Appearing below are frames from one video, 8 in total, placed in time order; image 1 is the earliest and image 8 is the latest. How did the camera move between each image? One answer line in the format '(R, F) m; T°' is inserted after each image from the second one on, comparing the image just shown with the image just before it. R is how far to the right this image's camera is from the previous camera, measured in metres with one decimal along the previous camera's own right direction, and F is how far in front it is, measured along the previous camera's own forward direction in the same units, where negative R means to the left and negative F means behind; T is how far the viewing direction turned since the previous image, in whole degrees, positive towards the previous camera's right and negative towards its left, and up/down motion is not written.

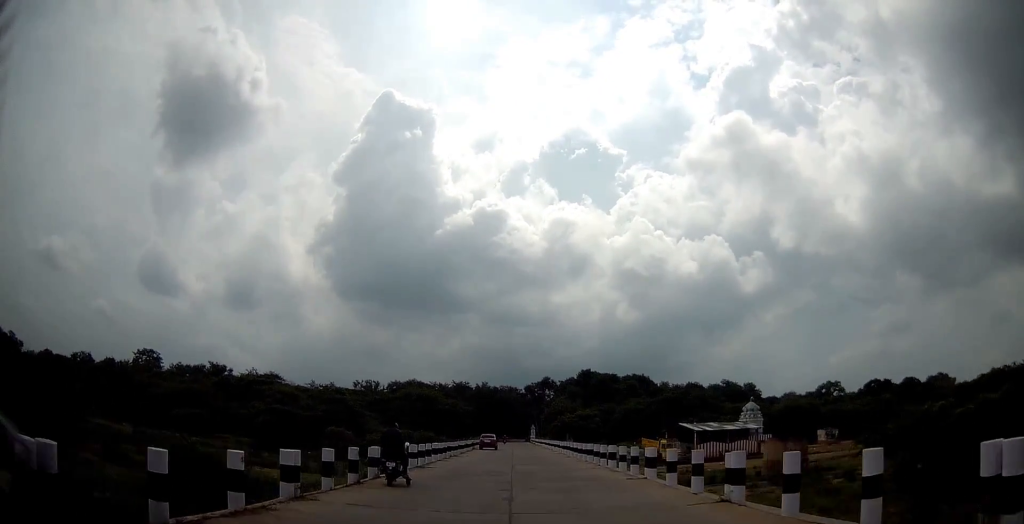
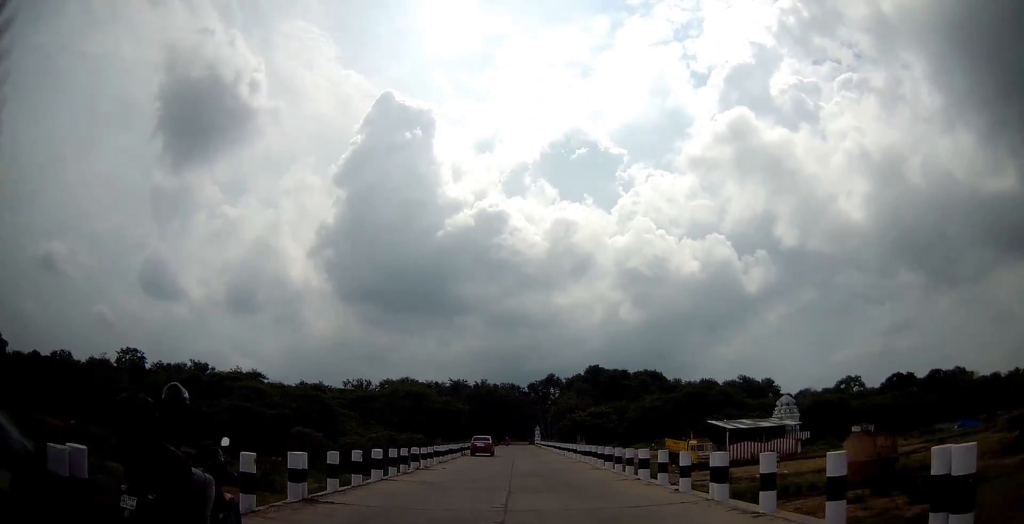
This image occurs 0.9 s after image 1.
(+0.2, +12.4) m; +1°
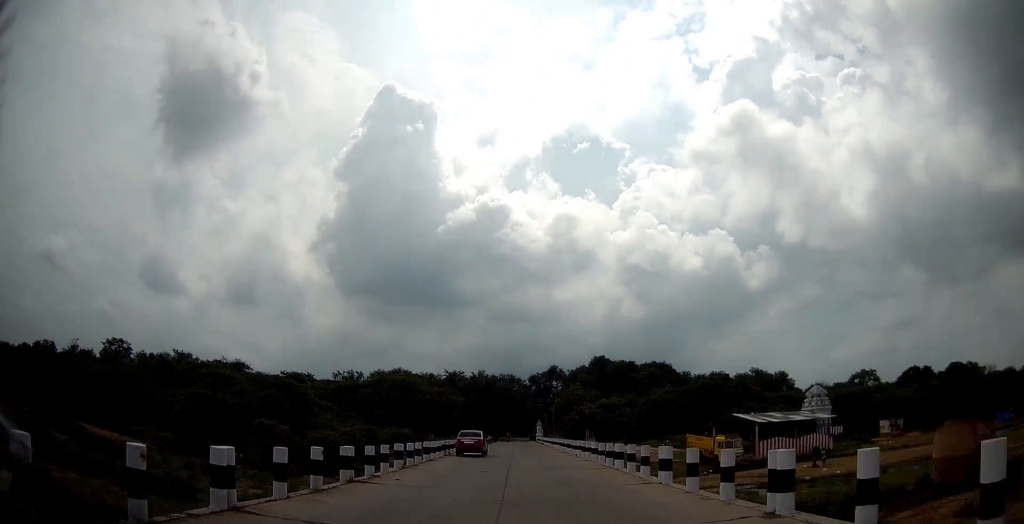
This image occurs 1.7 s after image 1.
(+0.1, +9.3) m; 0°
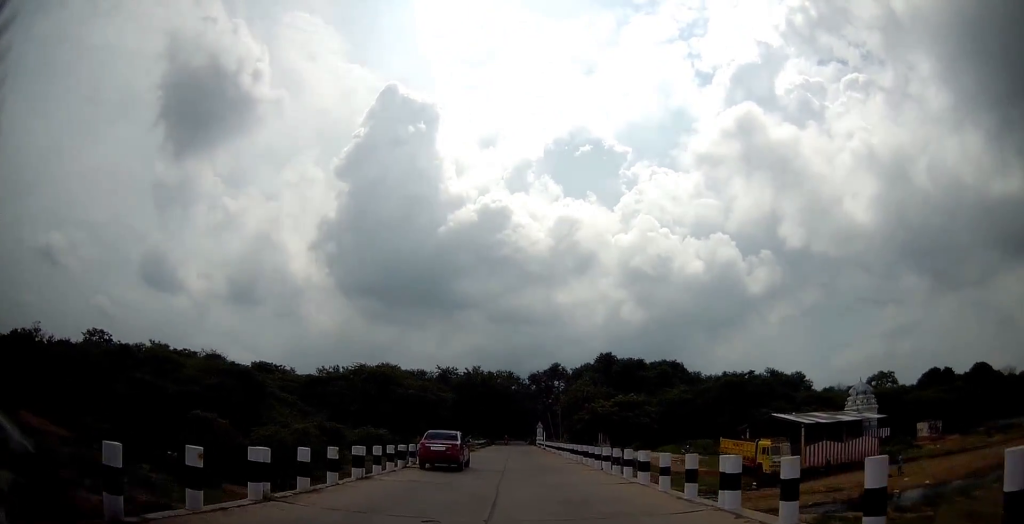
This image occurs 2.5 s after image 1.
(-0.2, +11.3) m; -1°
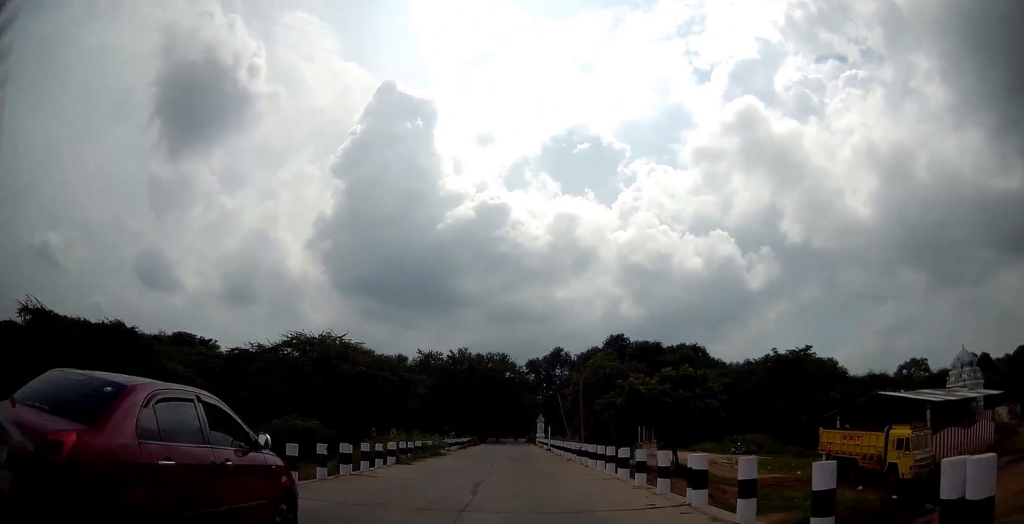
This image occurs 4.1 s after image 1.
(+0.1, +19.2) m; -1°
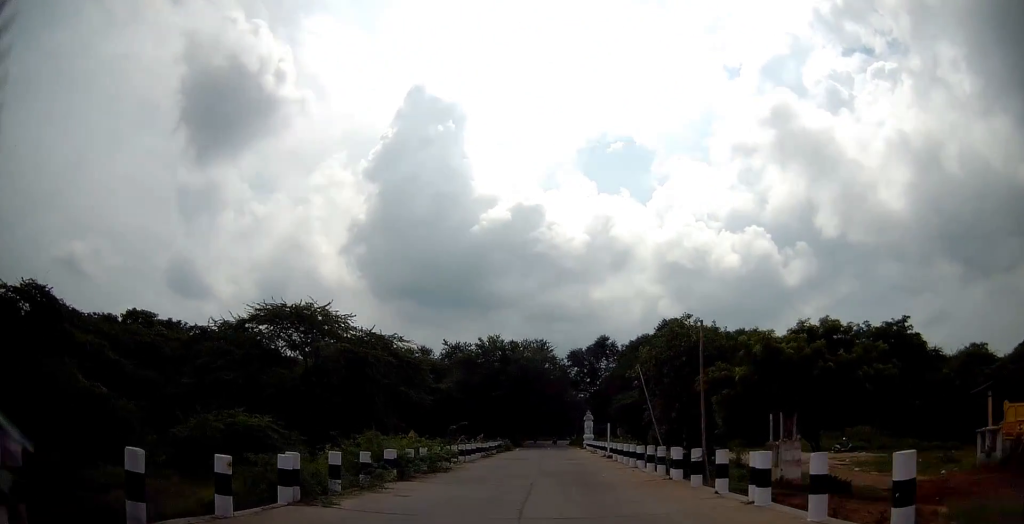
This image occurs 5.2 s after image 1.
(-0.4, +13.7) m; -2°
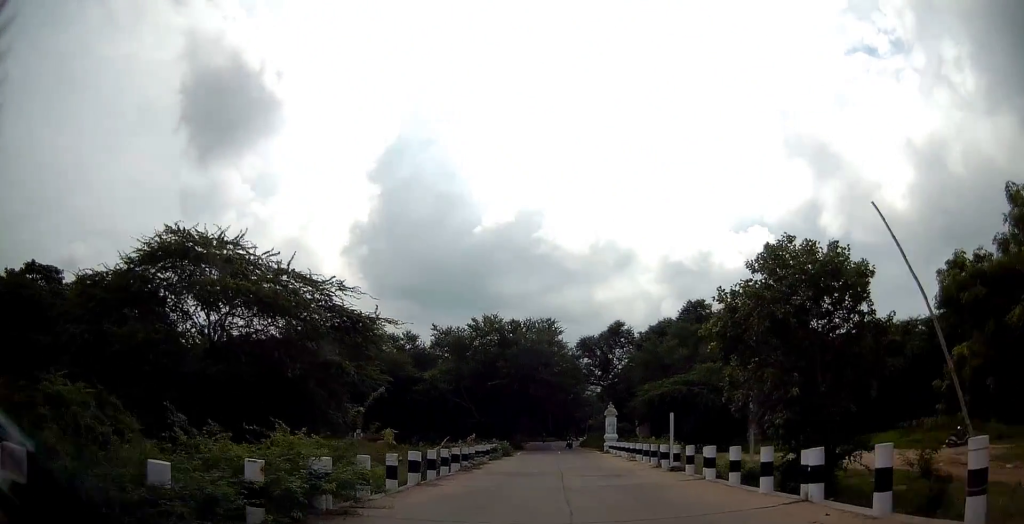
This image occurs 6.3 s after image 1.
(+0.1, +13.6) m; +1°
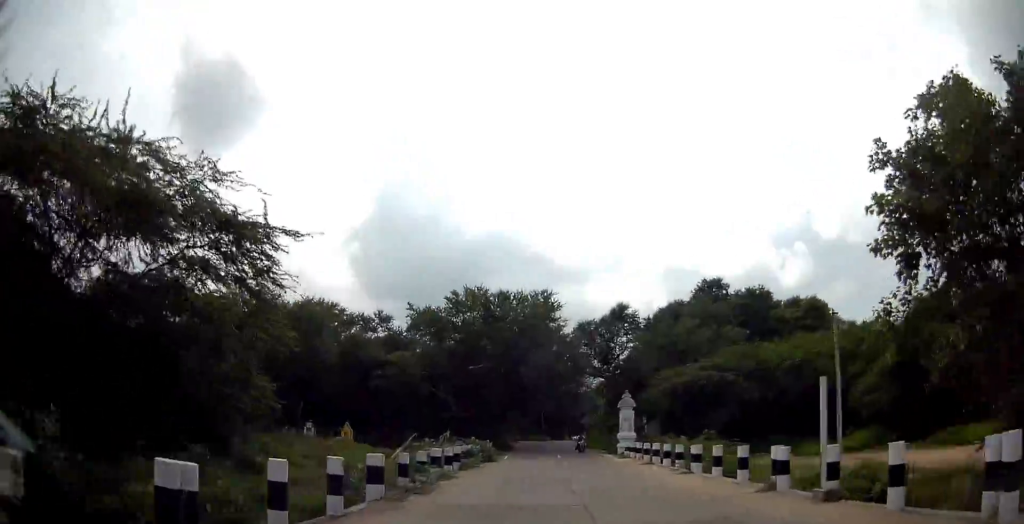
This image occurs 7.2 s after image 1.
(+0.2, +11.0) m; +1°
